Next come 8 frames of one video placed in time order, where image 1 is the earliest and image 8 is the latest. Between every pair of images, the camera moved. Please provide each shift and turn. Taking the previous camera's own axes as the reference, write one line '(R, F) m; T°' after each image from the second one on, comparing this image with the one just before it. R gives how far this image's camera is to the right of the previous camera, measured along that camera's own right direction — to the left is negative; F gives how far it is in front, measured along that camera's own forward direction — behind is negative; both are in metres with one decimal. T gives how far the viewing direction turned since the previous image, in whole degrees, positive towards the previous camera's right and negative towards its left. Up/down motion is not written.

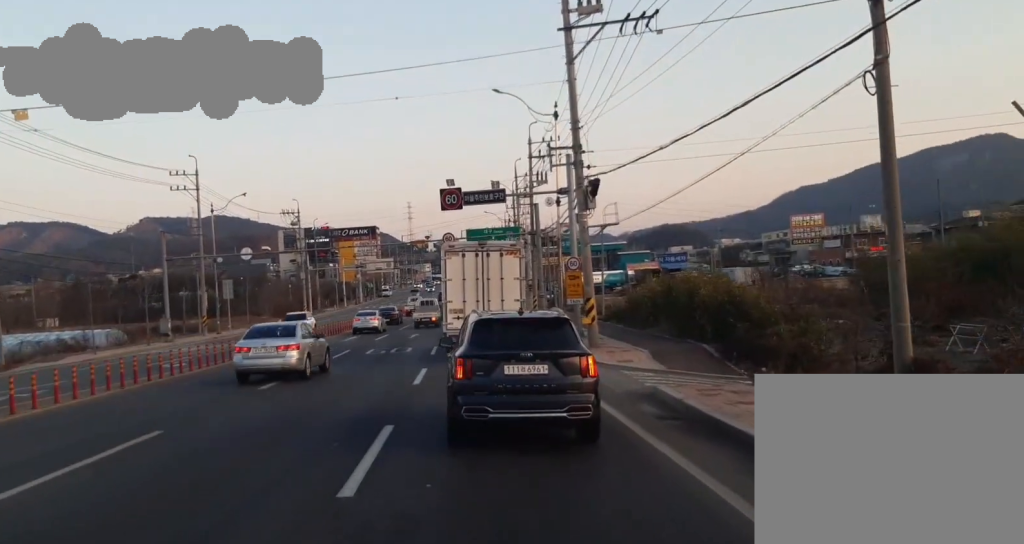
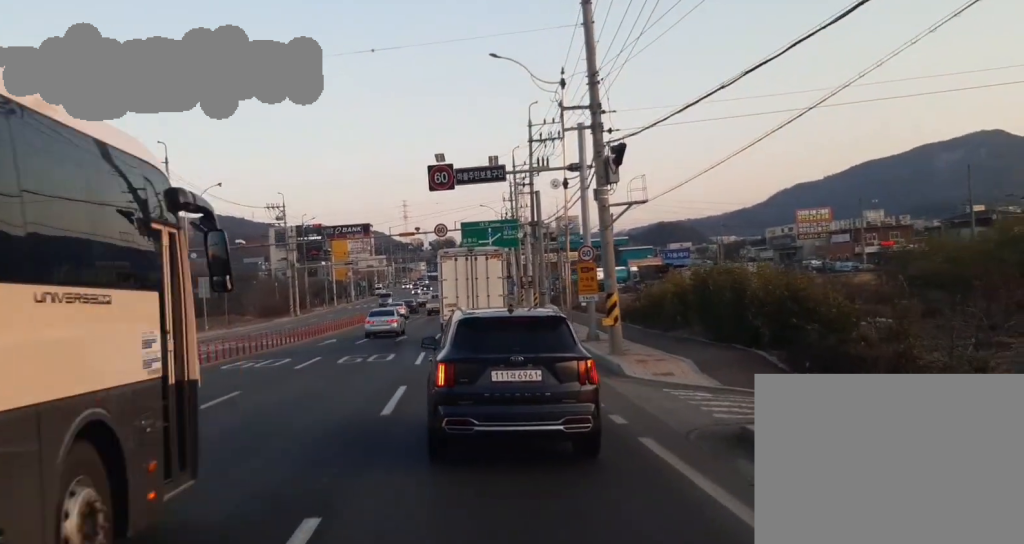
(+0.2, +7.6) m; +3°
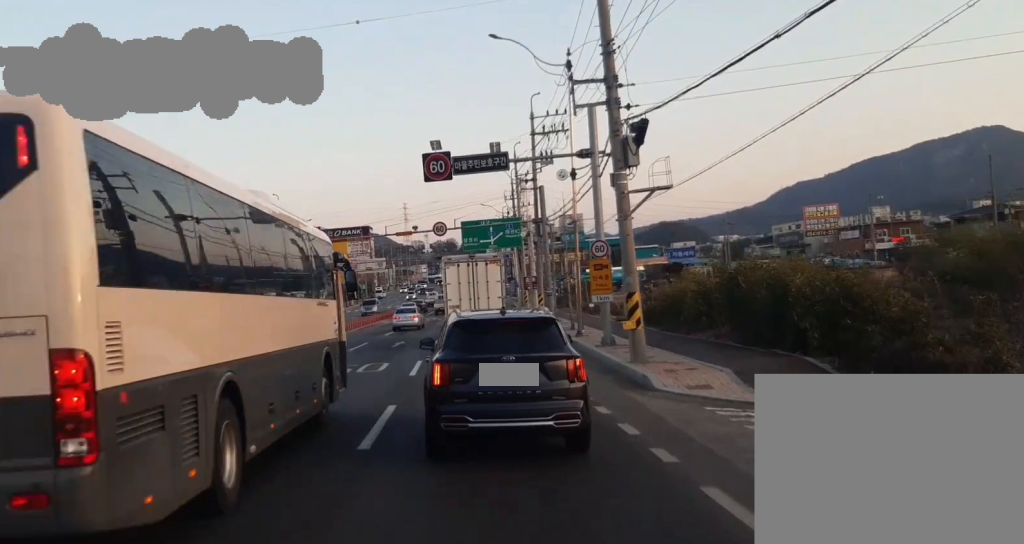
(0.0, +3.3) m; 0°
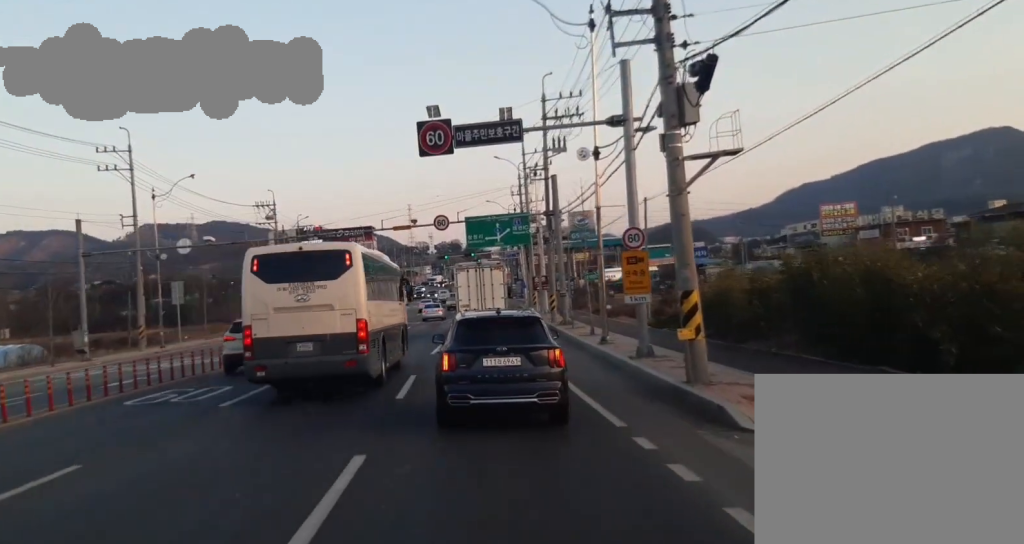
(0.0, +5.2) m; -1°
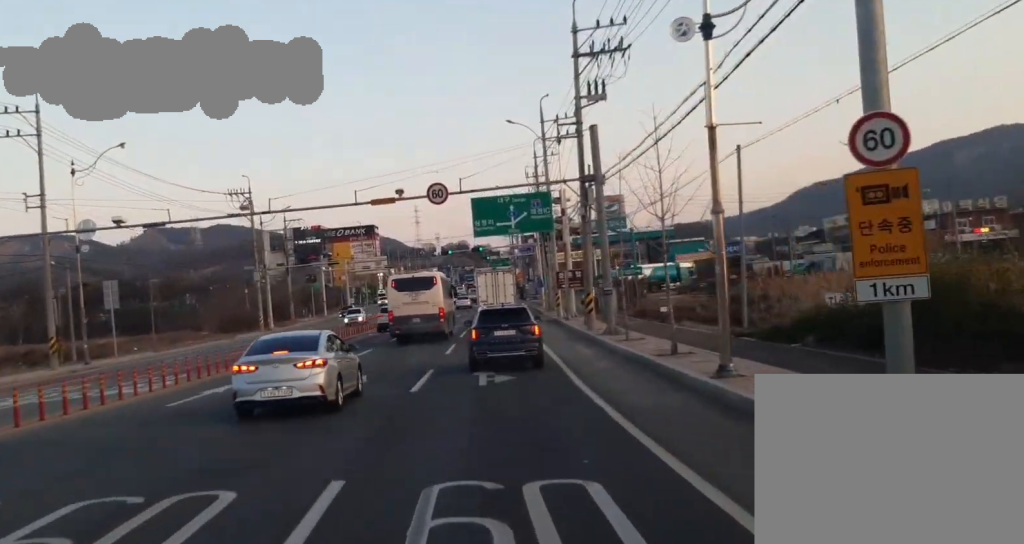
(-0.2, +13.2) m; 0°
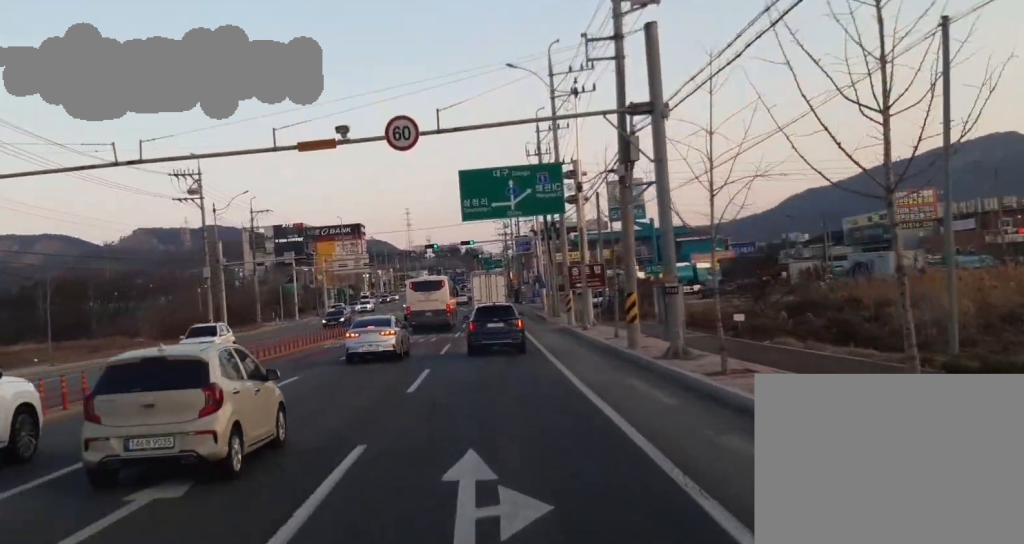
(+0.2, +12.1) m; +2°
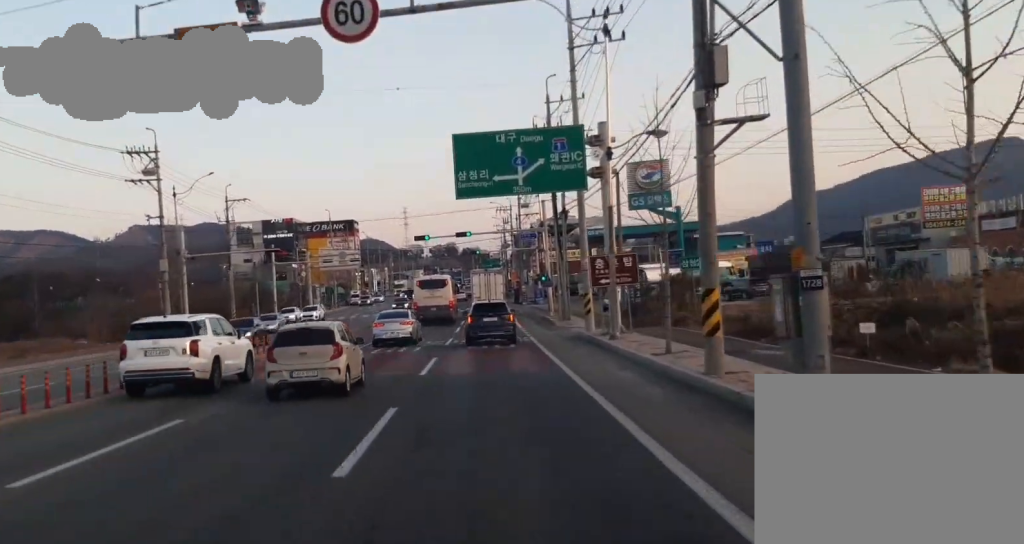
(+0.1, +9.4) m; +2°
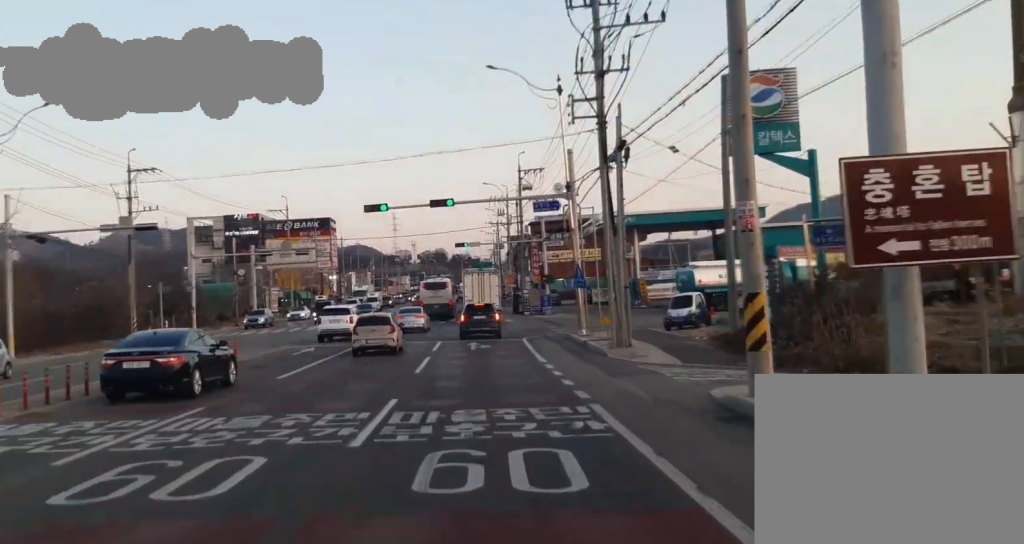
(+0.8, +24.5) m; +3°
